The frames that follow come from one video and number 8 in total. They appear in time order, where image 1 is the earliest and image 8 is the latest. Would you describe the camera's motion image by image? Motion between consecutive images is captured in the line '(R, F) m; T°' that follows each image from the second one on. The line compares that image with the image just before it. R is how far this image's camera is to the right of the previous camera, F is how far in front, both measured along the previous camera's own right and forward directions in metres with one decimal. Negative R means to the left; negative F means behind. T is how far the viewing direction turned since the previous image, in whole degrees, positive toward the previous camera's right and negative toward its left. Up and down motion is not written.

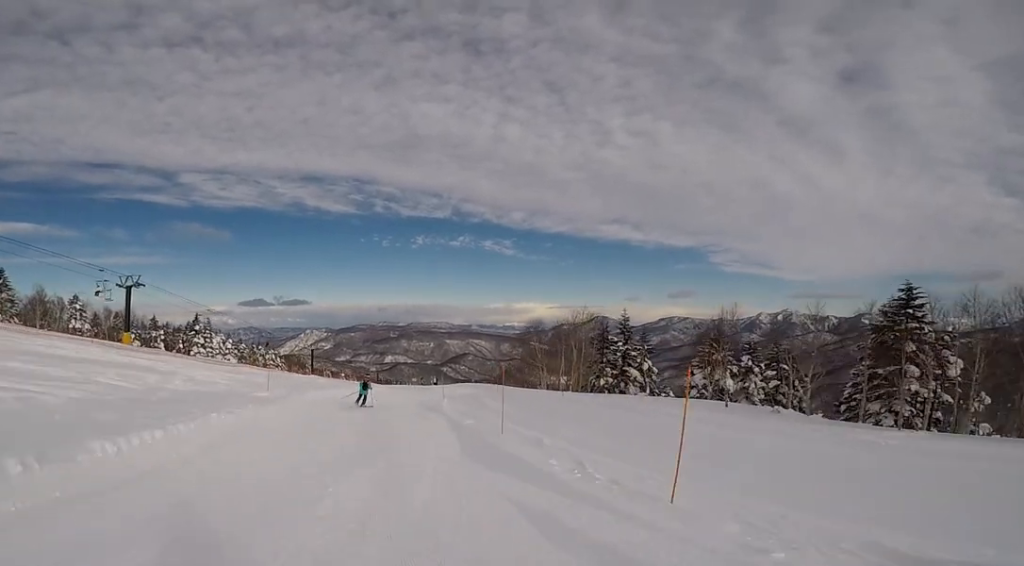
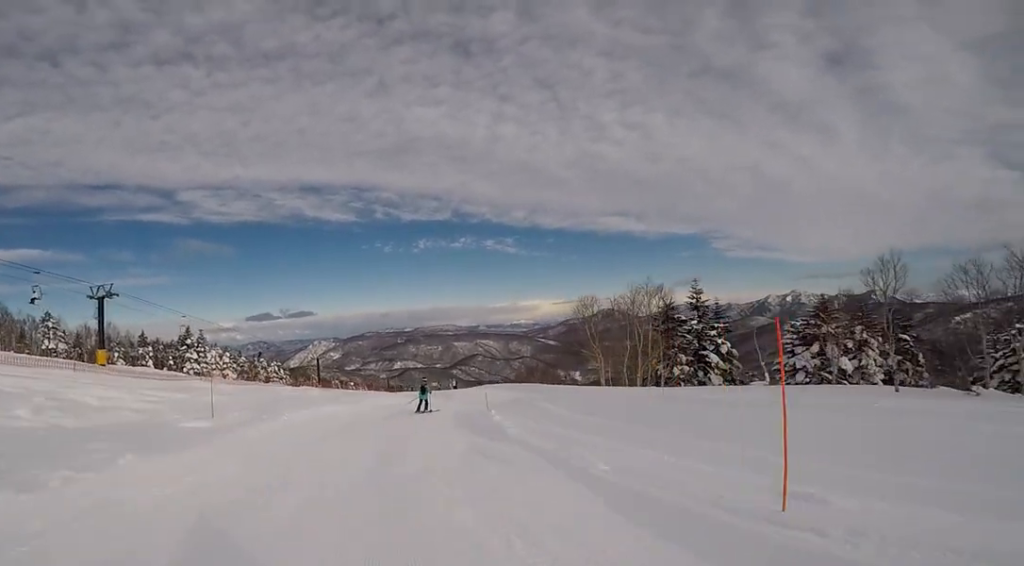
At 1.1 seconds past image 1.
(-0.8, +8.3) m; +1°
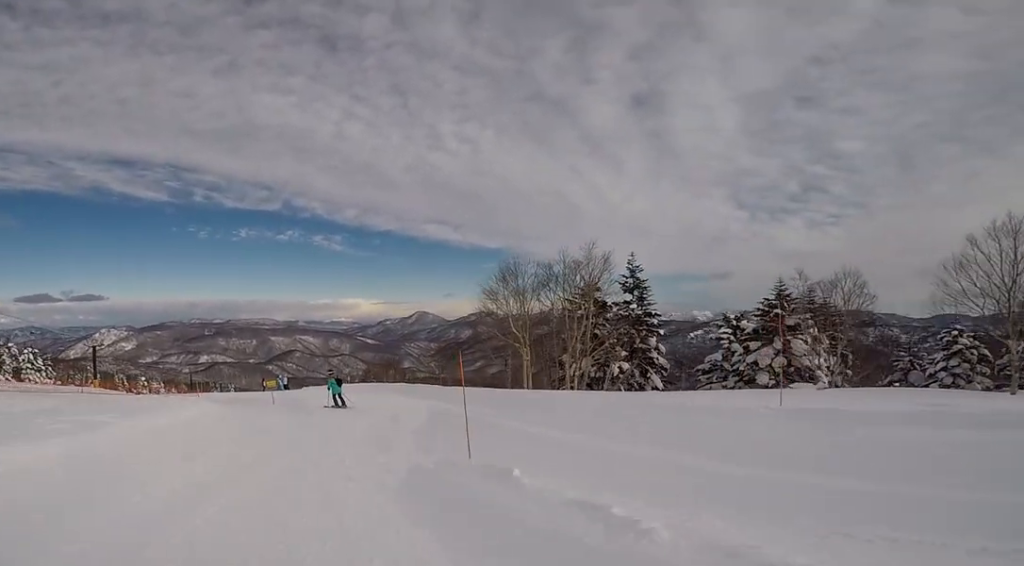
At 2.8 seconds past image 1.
(+3.1, +11.8) m; +19°
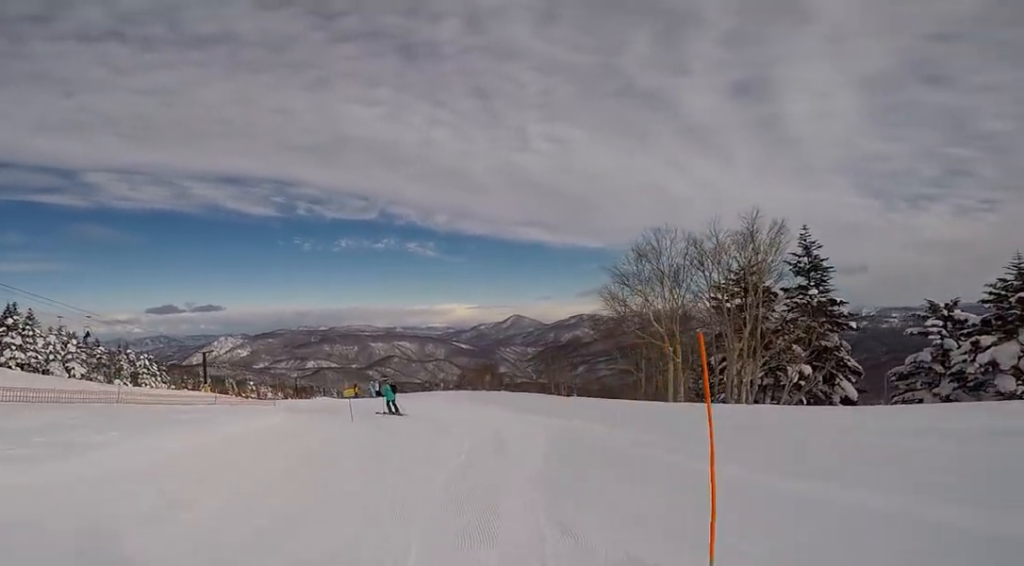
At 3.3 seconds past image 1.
(-0.6, +4.2) m; -5°
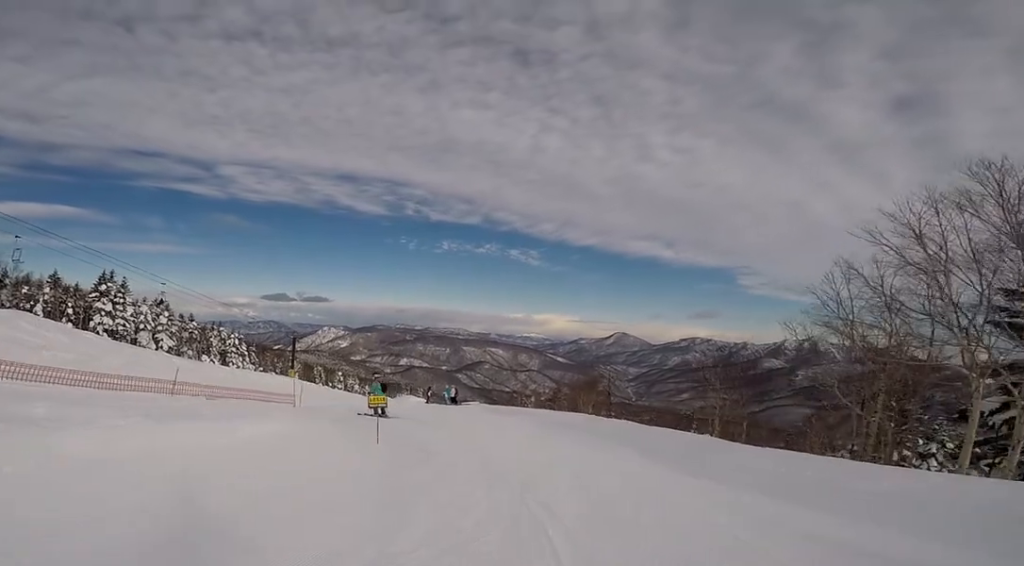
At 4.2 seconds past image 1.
(-0.4, +6.5) m; -10°
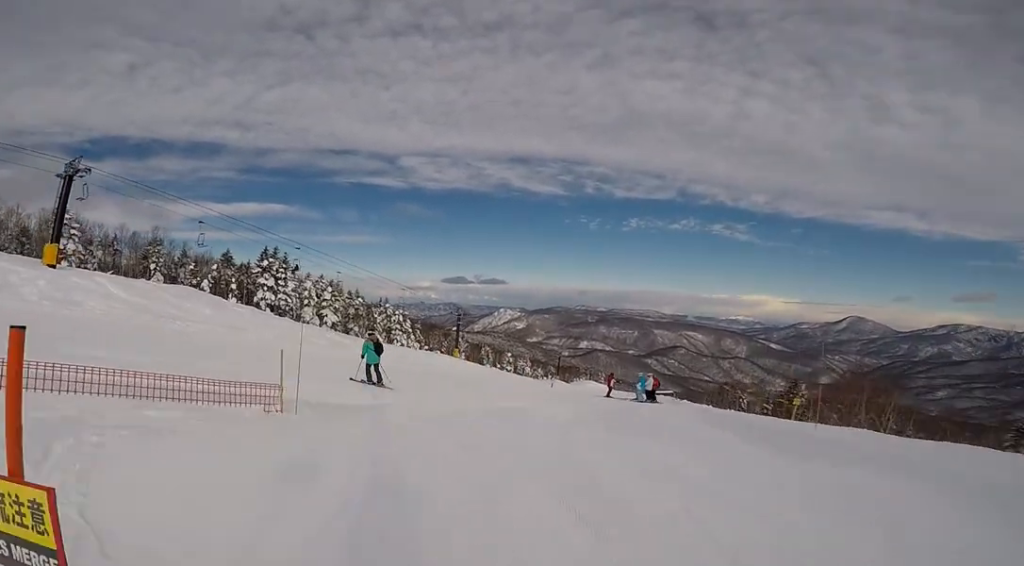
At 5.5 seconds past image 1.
(-1.1, +8.1) m; -20°
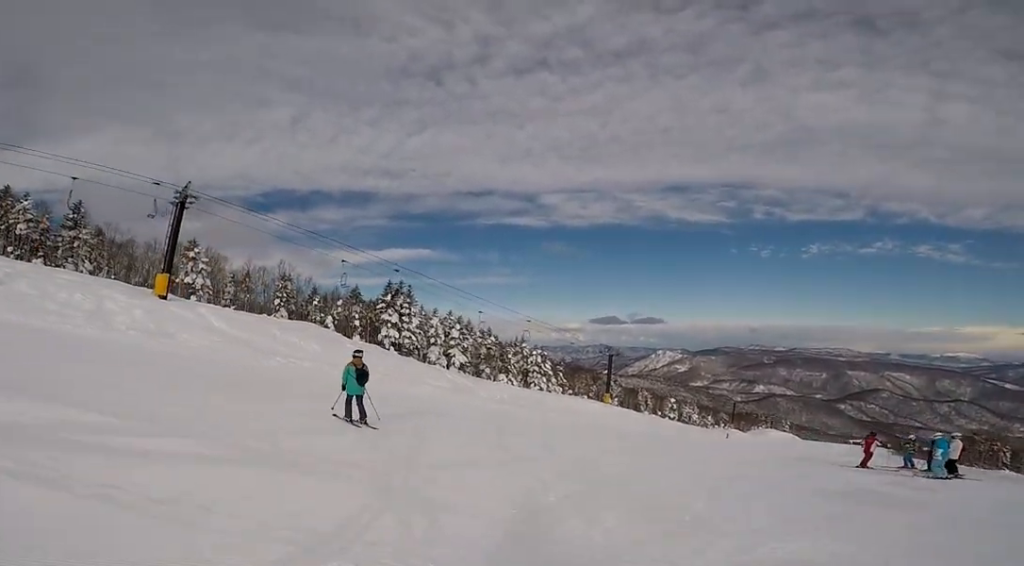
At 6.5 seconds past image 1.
(-1.0, +6.5) m; -26°
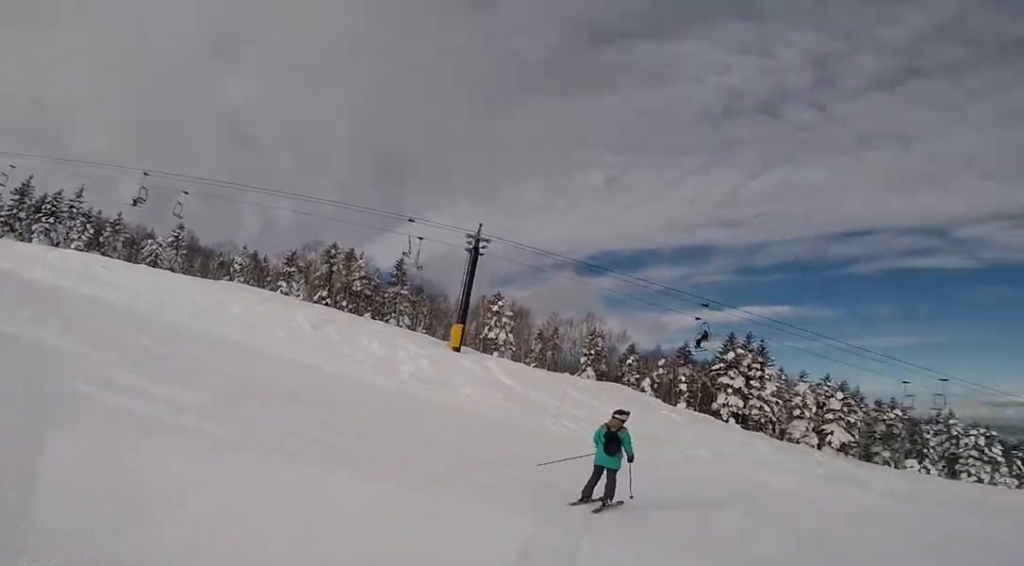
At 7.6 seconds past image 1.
(-1.9, +5.3) m; -17°
